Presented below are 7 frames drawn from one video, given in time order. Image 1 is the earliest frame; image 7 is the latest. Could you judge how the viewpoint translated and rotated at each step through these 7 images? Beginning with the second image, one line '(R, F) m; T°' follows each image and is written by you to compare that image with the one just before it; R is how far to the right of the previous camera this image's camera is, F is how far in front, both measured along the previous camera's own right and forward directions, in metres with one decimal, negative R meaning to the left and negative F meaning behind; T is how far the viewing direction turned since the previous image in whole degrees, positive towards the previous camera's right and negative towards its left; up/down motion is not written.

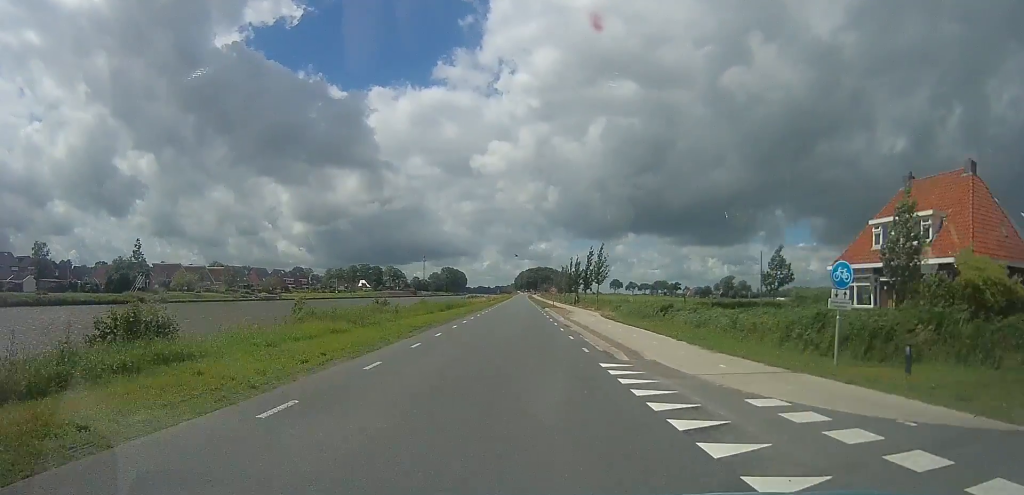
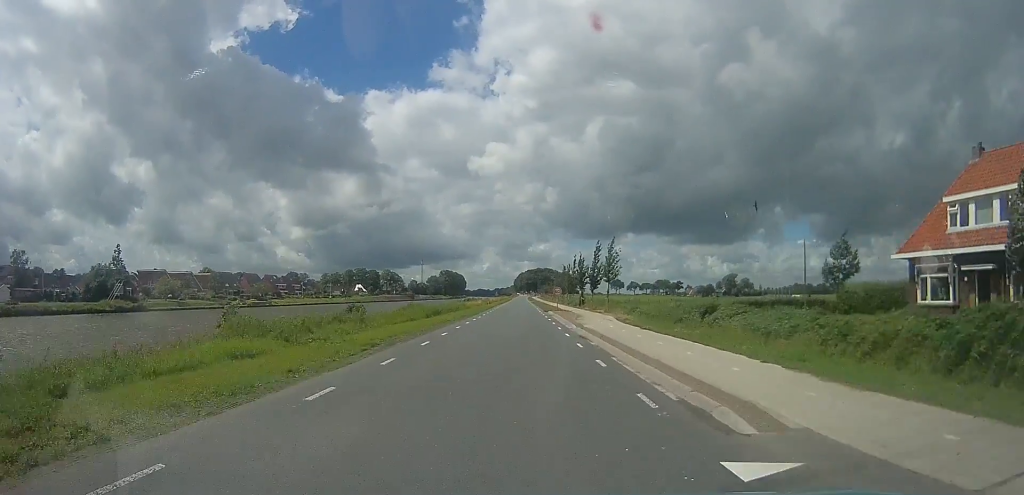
(0.0, +6.6) m; -1°
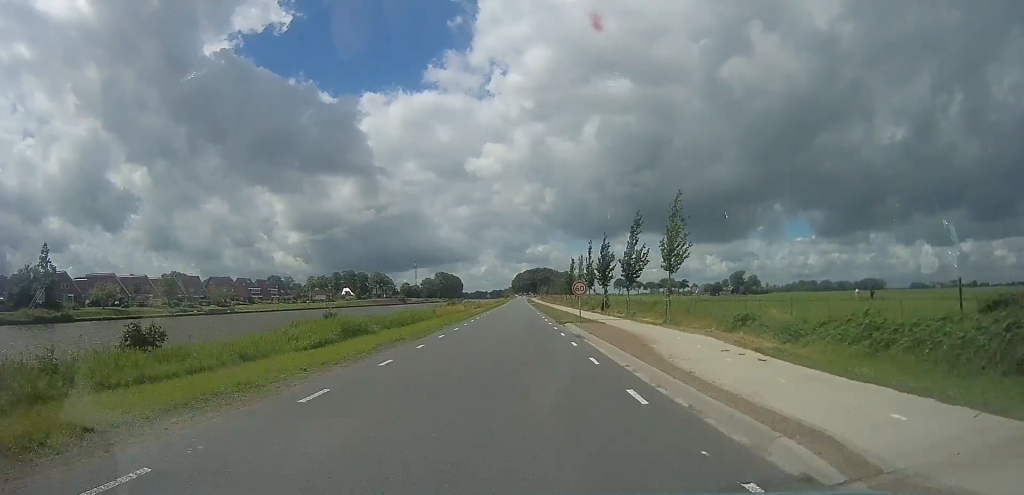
(-1.5, +20.0) m; -2°
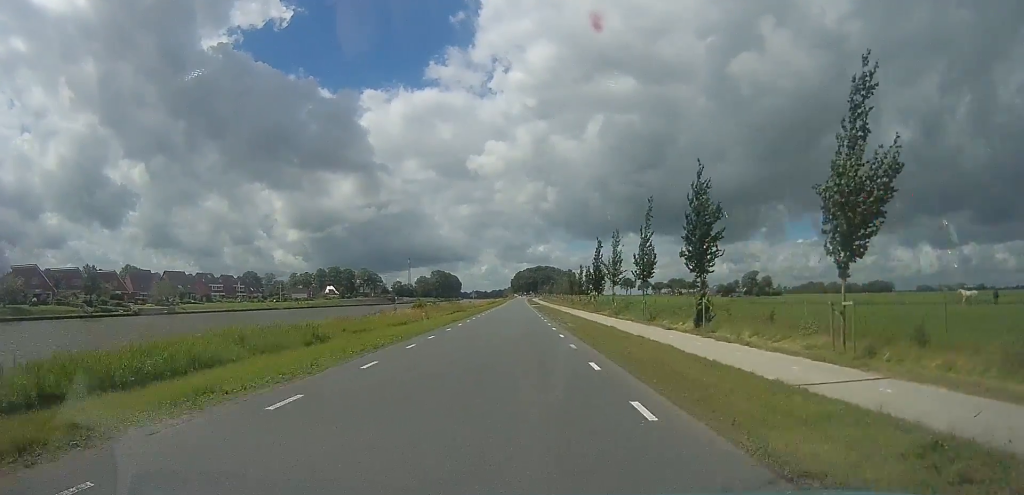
(+1.9, +25.4) m; +3°
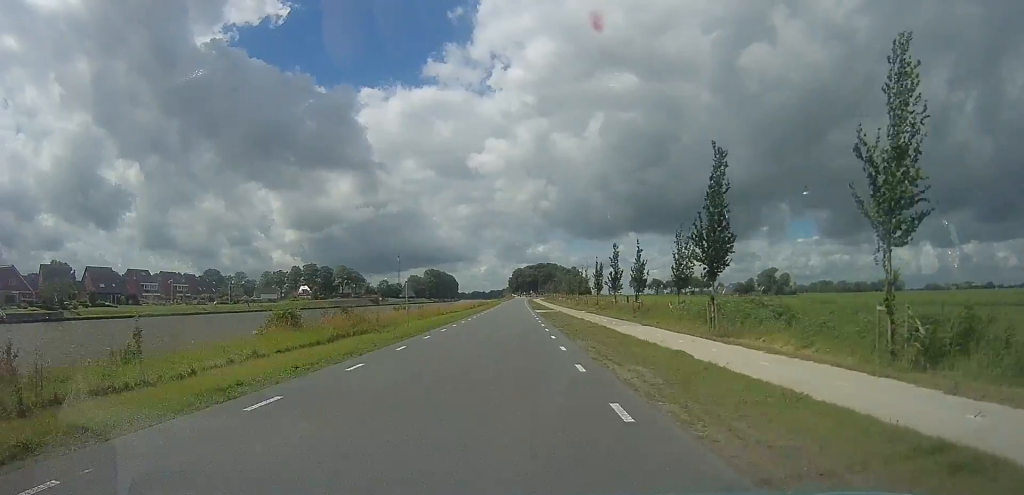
(0.0, +31.9) m; 0°
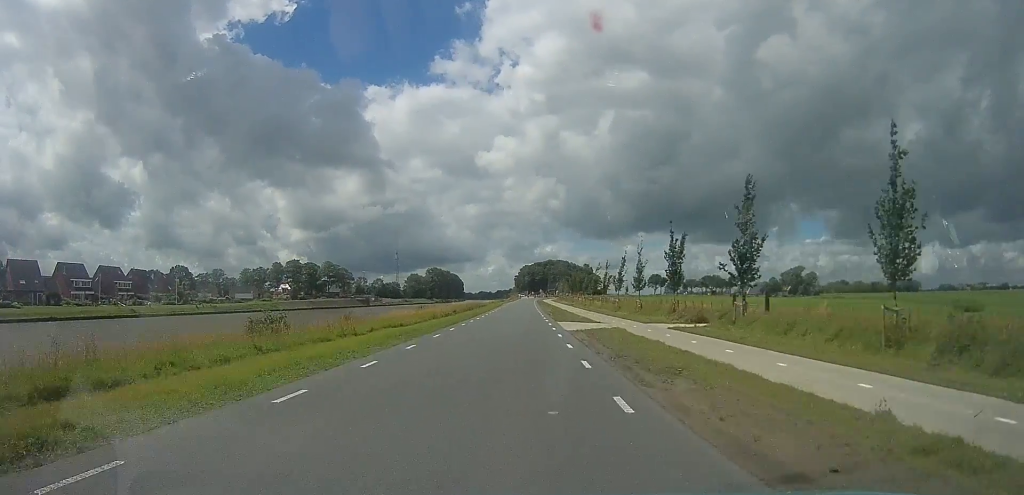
(-2.3, +27.3) m; -5°
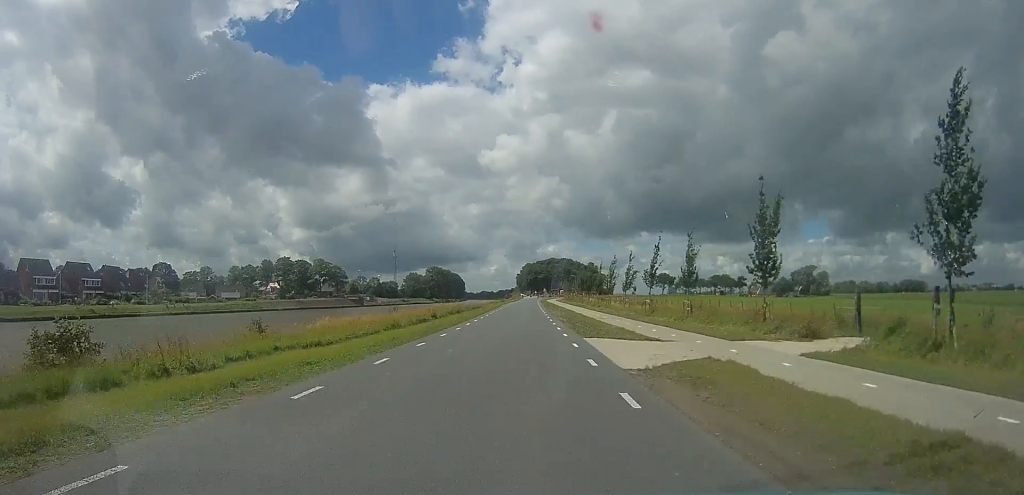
(0.0, +11.7) m; +2°
